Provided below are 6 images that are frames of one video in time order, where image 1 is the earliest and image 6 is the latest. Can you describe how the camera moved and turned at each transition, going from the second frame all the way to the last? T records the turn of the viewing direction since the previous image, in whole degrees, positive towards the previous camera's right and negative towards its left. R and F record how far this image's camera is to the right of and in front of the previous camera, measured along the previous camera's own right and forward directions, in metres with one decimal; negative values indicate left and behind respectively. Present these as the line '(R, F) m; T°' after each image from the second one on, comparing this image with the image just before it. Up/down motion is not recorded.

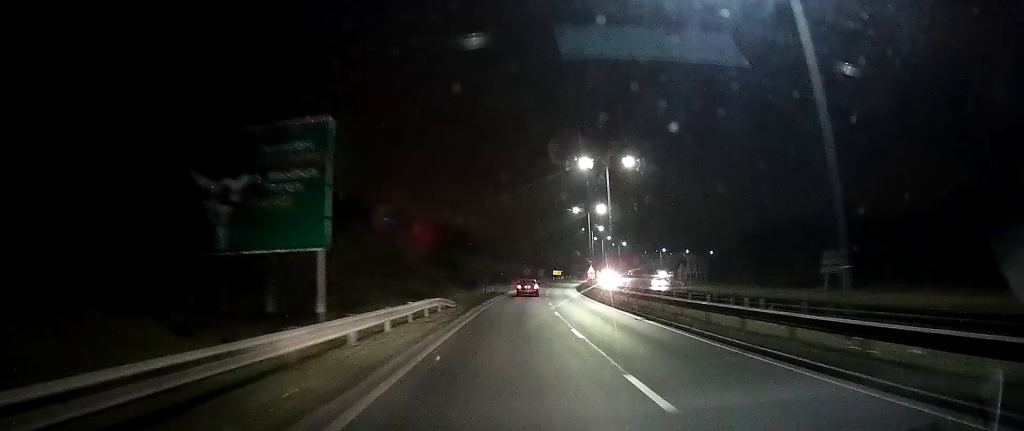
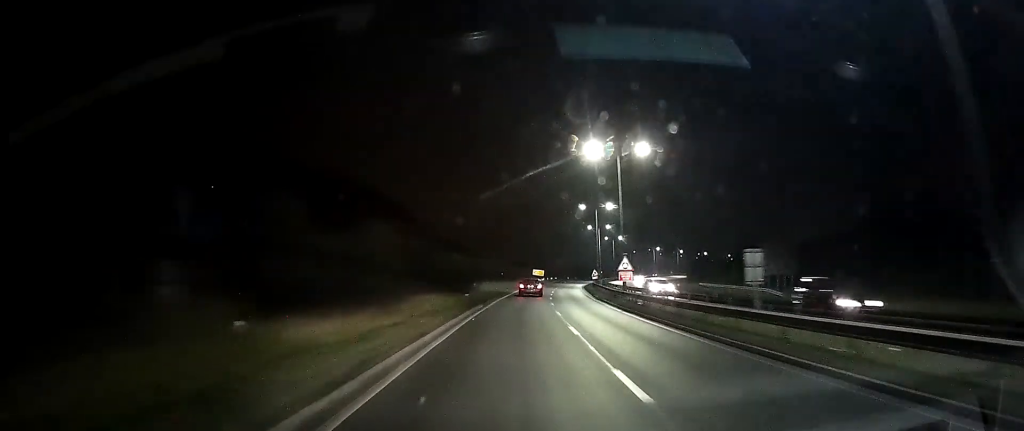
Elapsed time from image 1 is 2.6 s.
(+1.0, +43.9) m; +2°
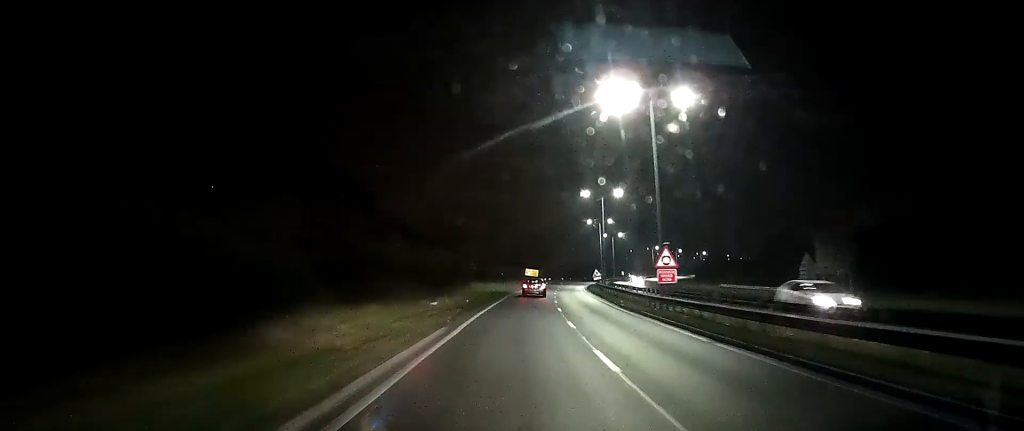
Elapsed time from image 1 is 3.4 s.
(+0.1, +14.4) m; +1°
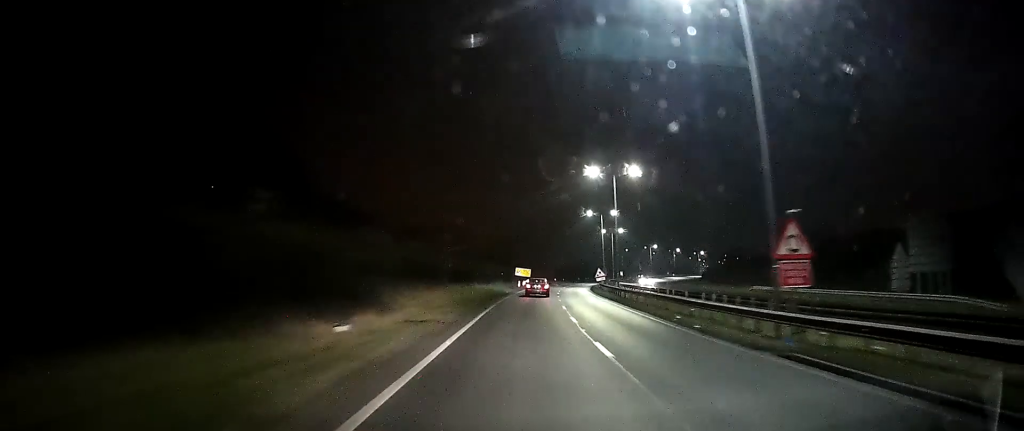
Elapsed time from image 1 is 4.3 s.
(+0.1, +15.5) m; +1°
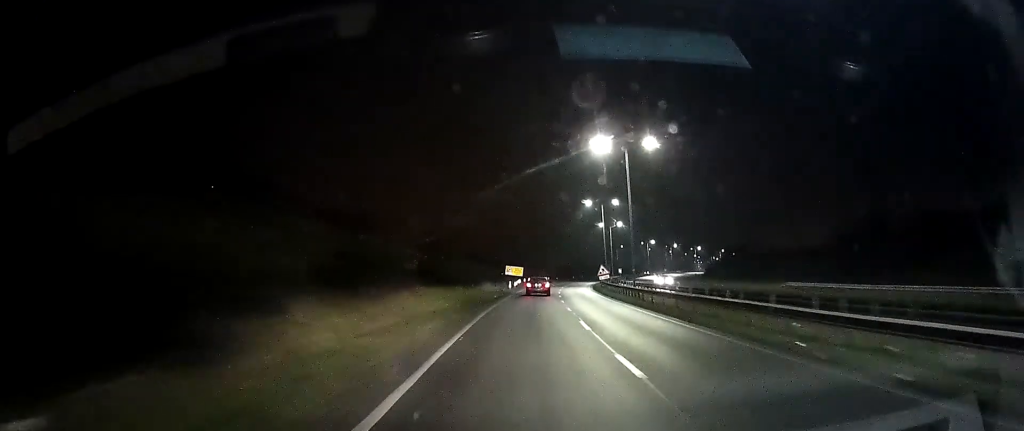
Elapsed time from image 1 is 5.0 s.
(+0.2, +11.6) m; +1°
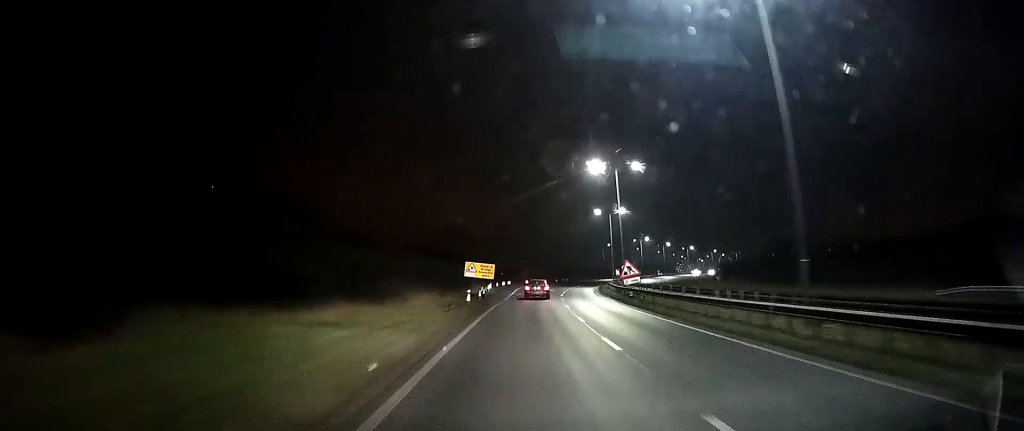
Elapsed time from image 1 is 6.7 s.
(+0.6, +30.5) m; +3°
